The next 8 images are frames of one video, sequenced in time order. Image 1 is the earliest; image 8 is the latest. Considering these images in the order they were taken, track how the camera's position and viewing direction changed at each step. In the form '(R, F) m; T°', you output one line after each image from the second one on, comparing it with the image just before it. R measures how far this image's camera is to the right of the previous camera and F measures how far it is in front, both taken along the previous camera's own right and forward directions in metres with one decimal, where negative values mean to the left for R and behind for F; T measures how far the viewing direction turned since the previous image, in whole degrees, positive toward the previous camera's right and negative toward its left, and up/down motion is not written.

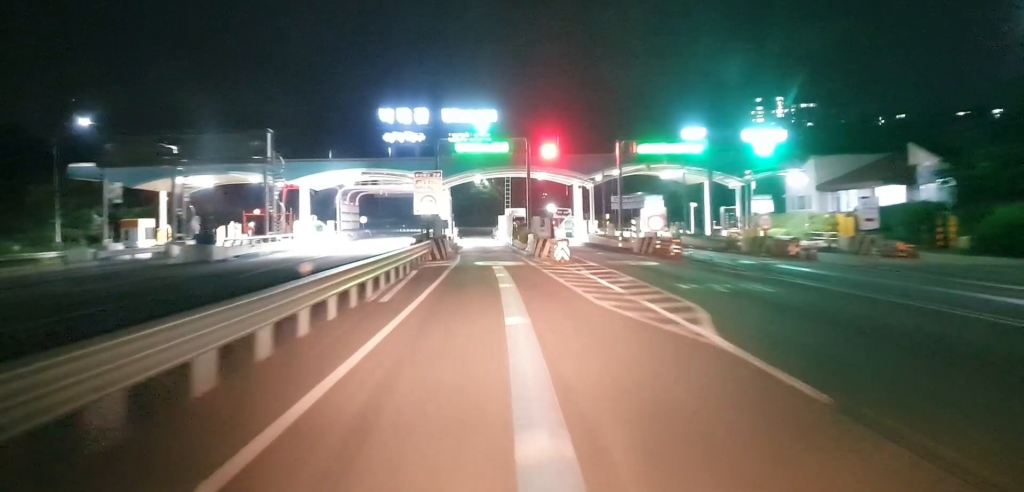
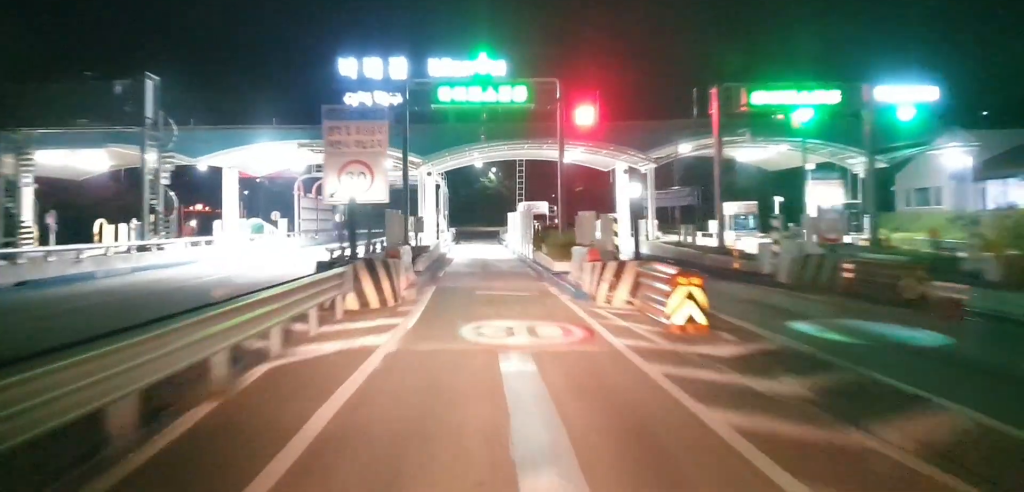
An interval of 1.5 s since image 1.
(0.0, +19.7) m; 0°
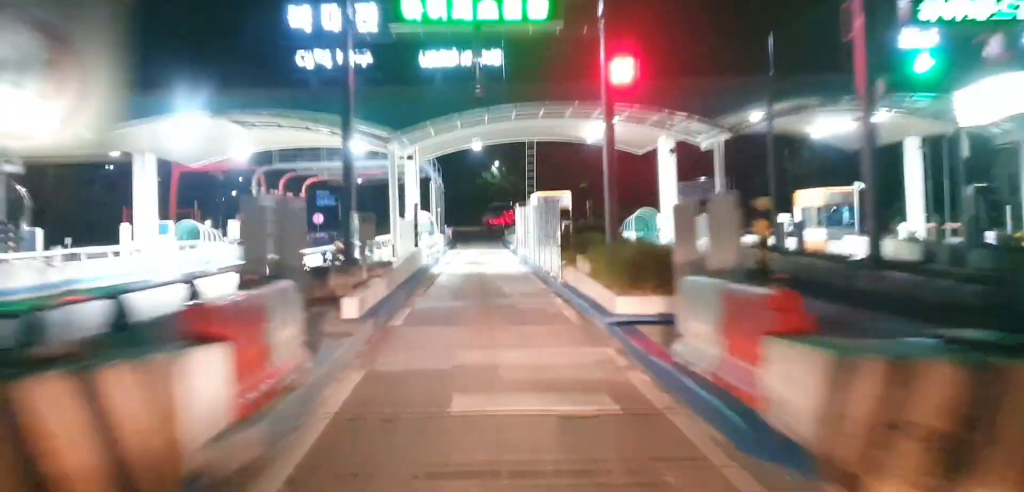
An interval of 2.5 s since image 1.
(0.0, +11.5) m; 0°
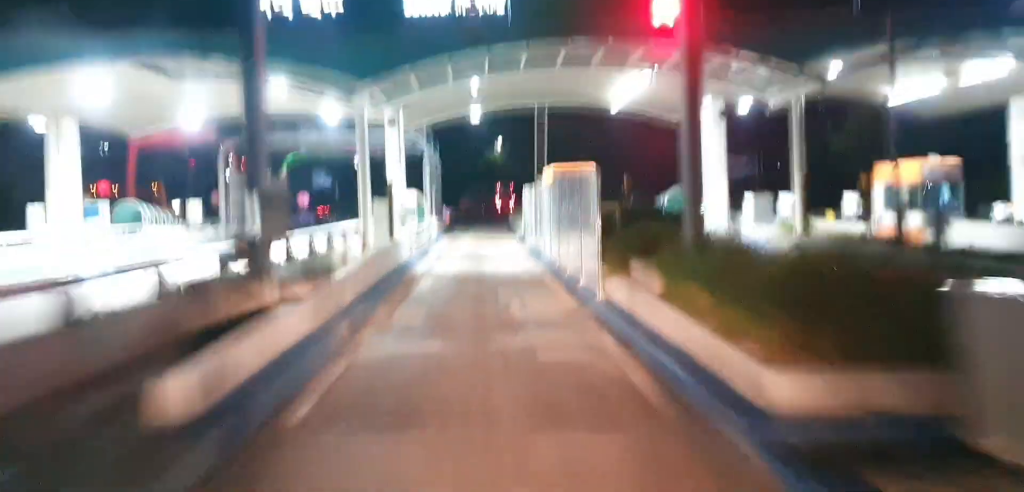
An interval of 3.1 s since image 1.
(-0.1, +6.9) m; 0°
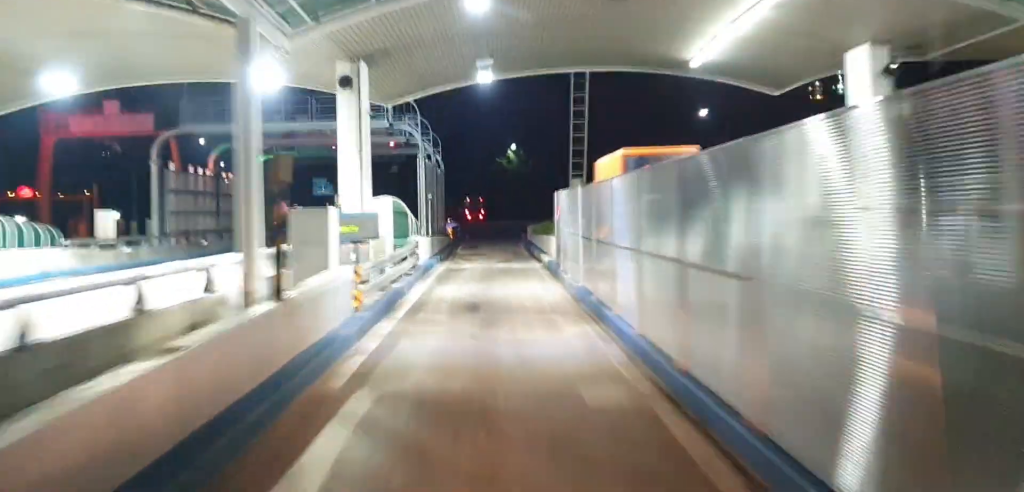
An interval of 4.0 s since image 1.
(+0.1, +10.7) m; -2°
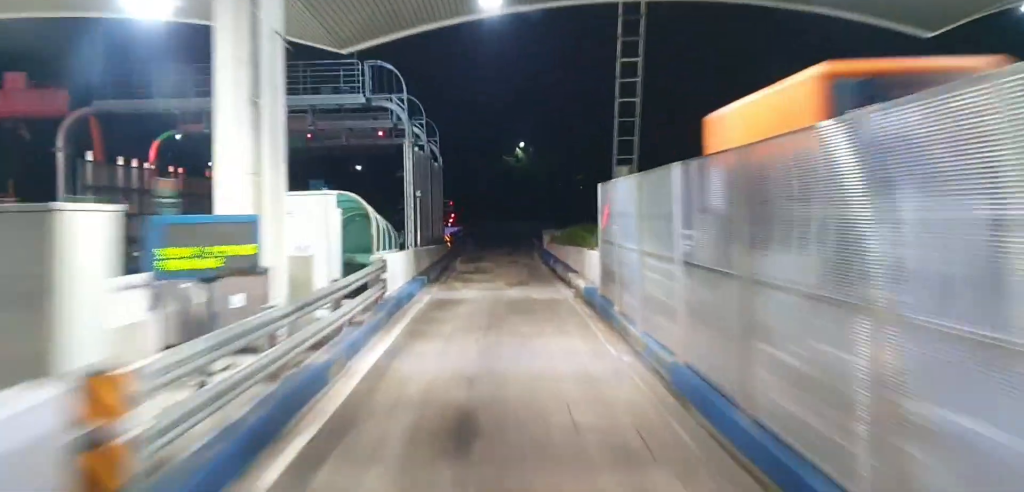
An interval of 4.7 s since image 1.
(-0.2, +8.1) m; -1°
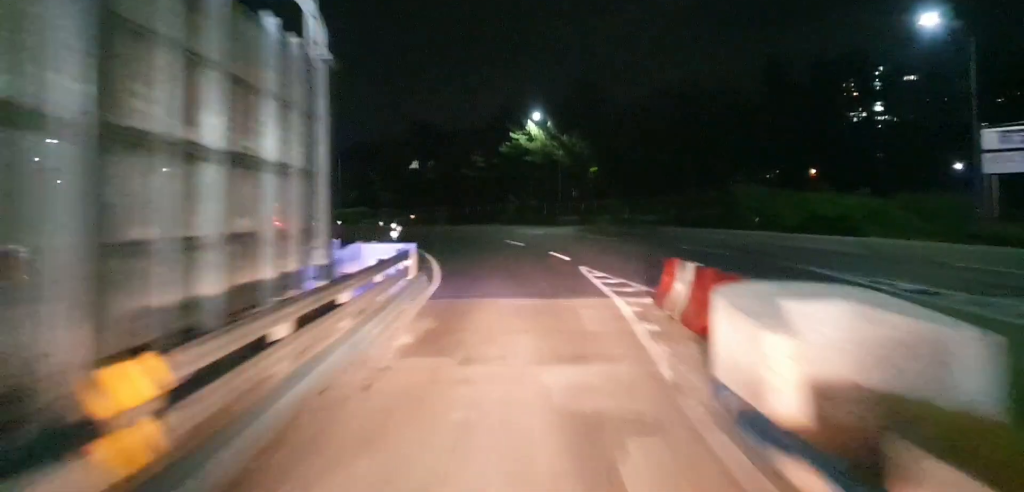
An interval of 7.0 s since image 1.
(+0.4, +27.8) m; +1°
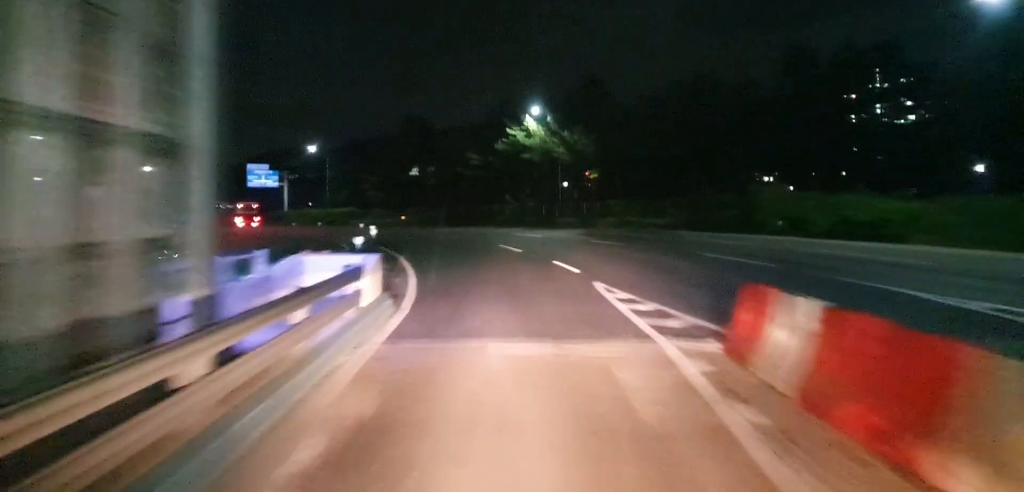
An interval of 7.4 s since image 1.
(0.0, +5.1) m; 0°
